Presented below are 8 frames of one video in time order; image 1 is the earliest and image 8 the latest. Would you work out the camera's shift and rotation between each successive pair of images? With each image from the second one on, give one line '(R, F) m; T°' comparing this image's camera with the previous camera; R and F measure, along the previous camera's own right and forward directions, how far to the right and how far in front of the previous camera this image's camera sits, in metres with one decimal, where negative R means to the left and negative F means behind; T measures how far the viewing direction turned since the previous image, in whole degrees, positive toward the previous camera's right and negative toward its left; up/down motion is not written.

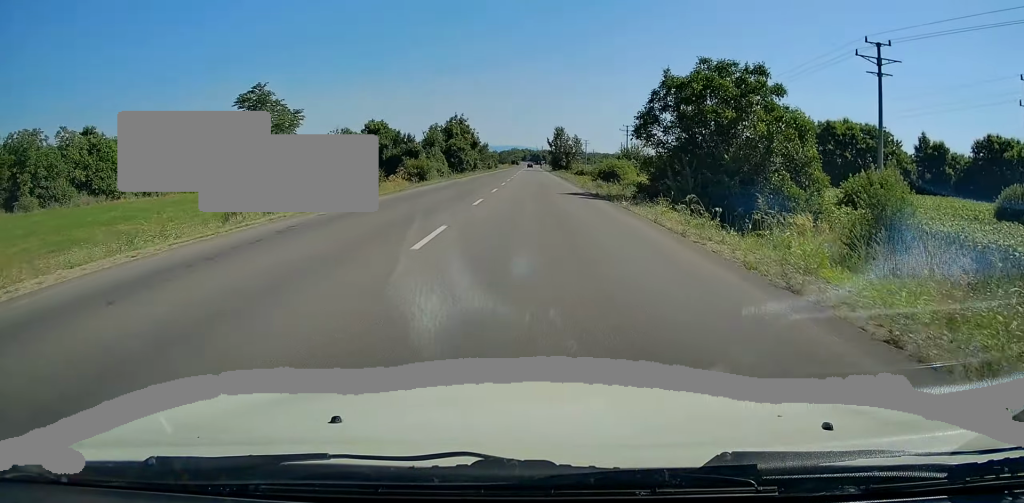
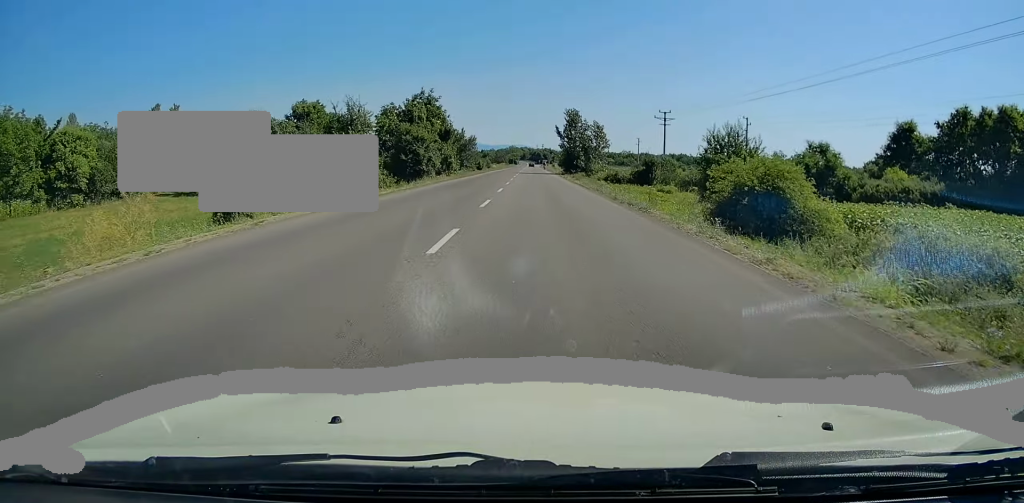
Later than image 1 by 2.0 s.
(-0.1, +36.1) m; +1°
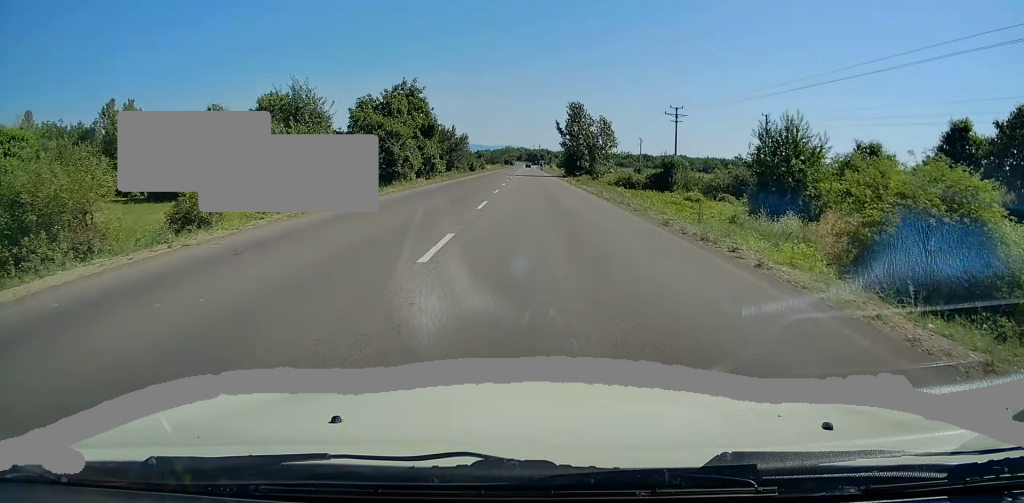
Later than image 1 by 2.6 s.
(0.0, +9.5) m; +1°
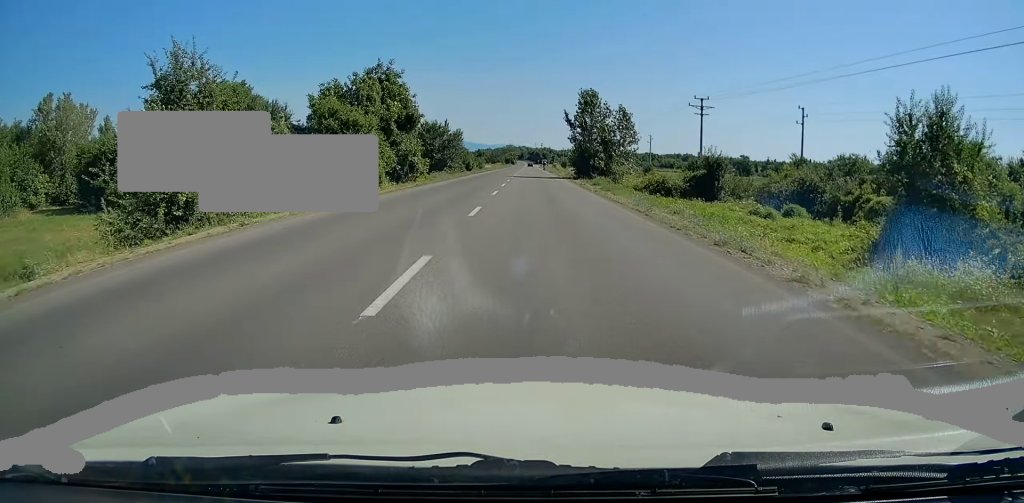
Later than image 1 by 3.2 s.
(+0.1, +12.0) m; -1°
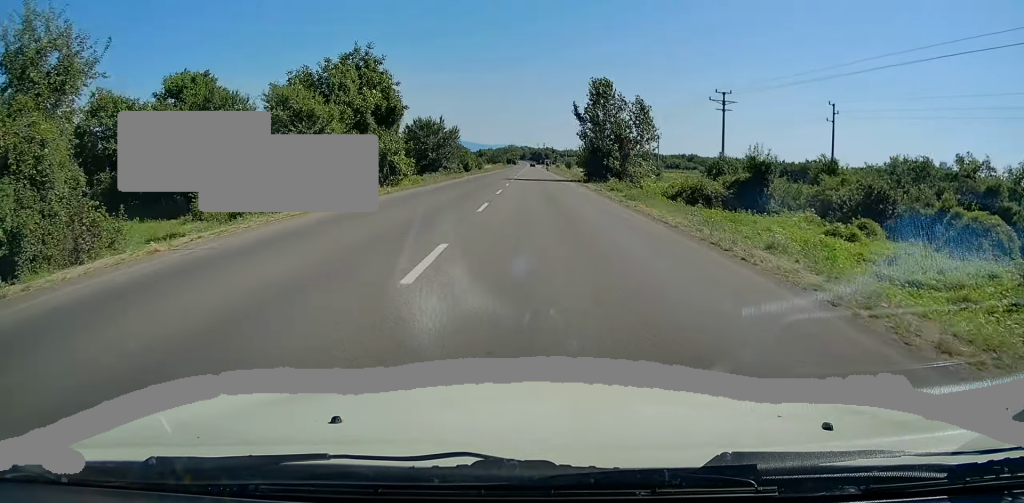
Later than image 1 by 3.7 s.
(0.0, +7.8) m; 0°
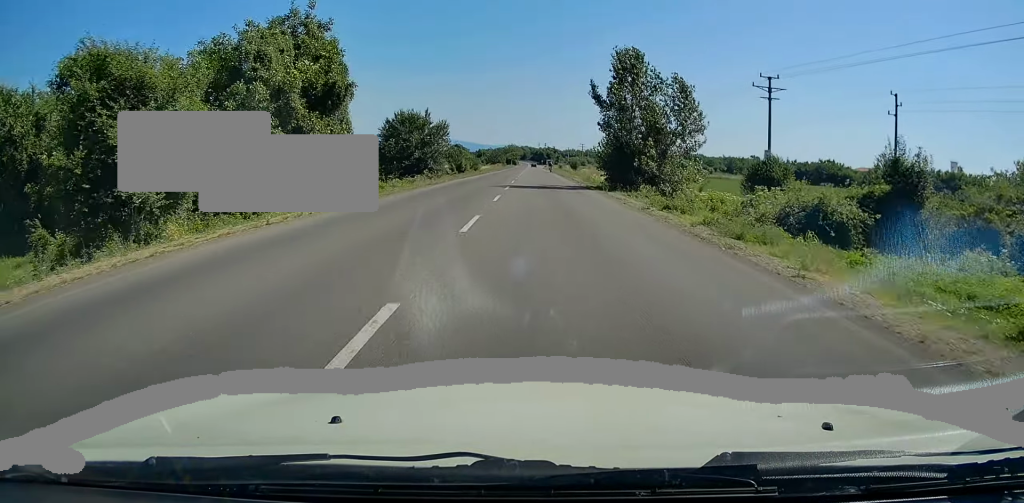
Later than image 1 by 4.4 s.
(-0.3, +13.2) m; 0°
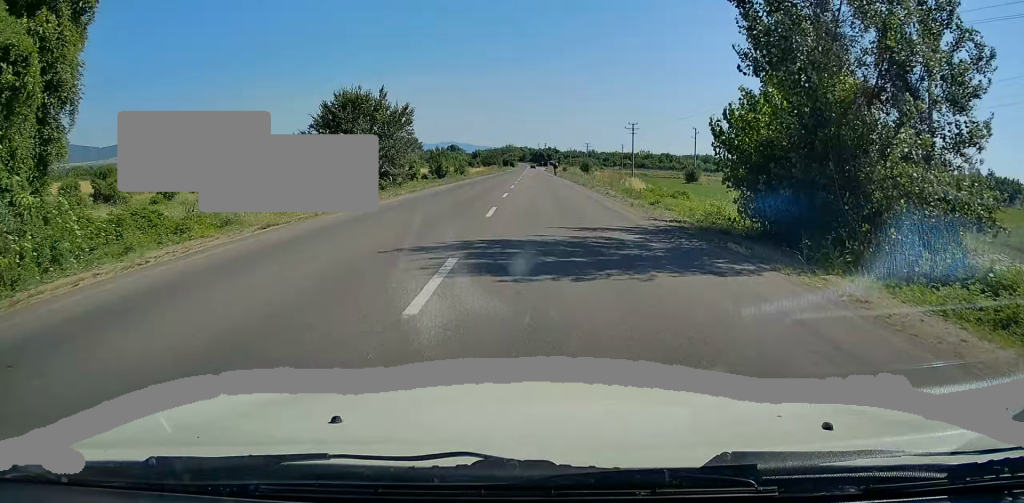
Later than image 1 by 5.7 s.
(+0.2, +23.8) m; 0°
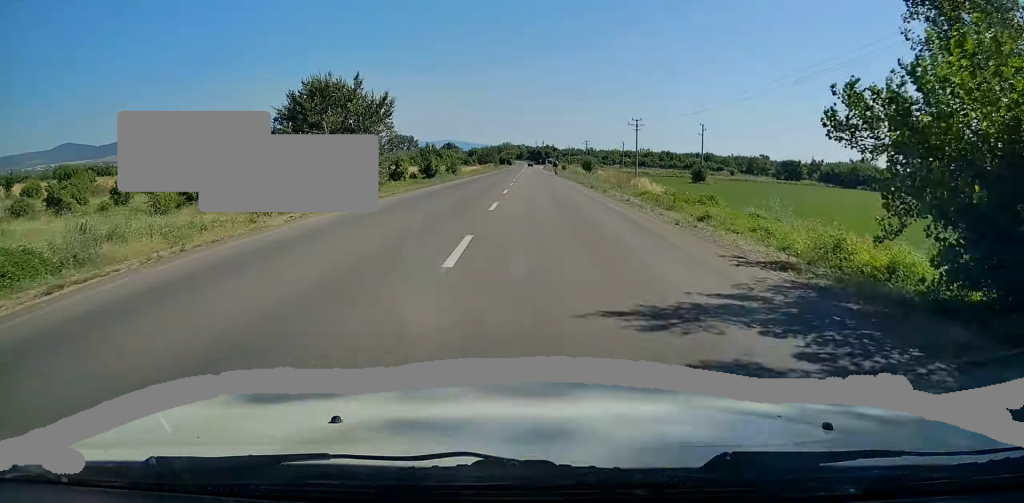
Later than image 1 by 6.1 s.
(-0.1, +7.1) m; 0°
